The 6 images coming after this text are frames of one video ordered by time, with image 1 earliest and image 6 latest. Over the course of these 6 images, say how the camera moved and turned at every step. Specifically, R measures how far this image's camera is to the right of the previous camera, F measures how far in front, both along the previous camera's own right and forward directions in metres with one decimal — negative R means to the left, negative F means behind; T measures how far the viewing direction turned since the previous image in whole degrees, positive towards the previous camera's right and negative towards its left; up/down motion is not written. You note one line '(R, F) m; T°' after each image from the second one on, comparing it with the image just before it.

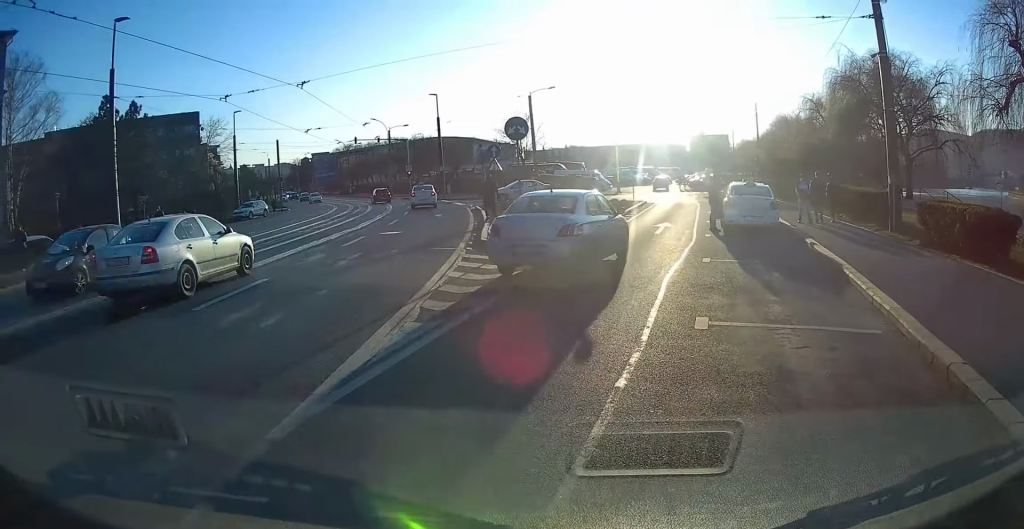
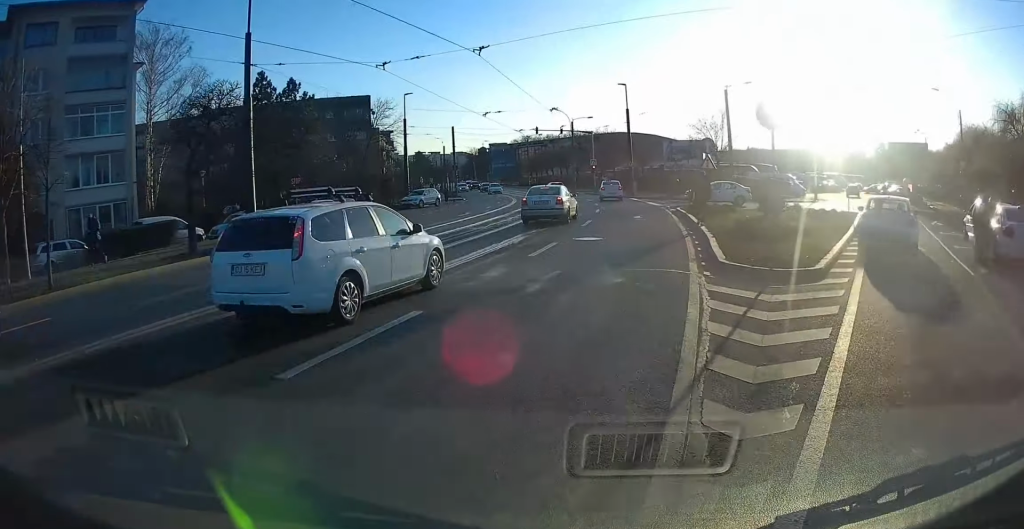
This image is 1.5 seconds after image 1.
(+0.1, +3.4) m; +1°
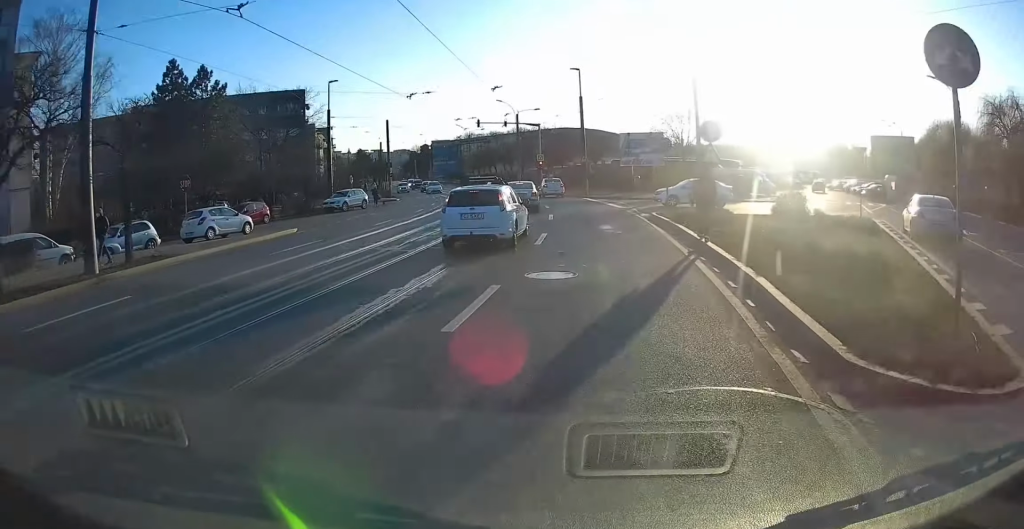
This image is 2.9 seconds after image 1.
(0.0, +5.6) m; 0°
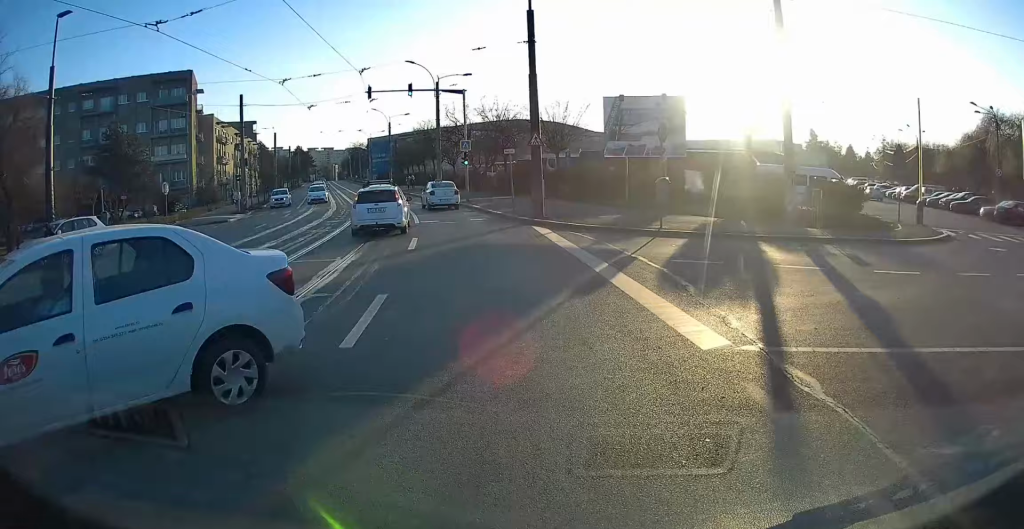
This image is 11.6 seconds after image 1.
(+1.4, +25.1) m; +4°
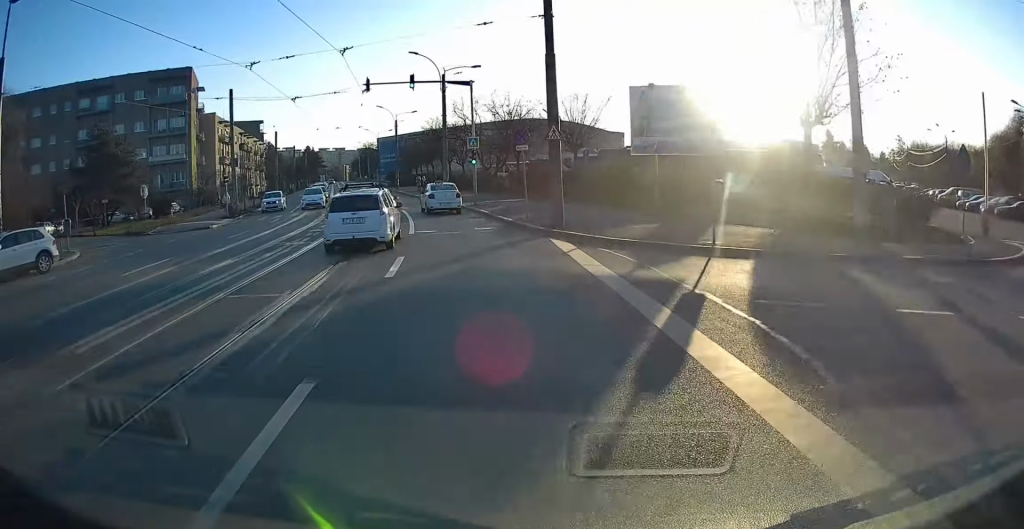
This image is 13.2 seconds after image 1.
(0.0, +3.9) m; -5°
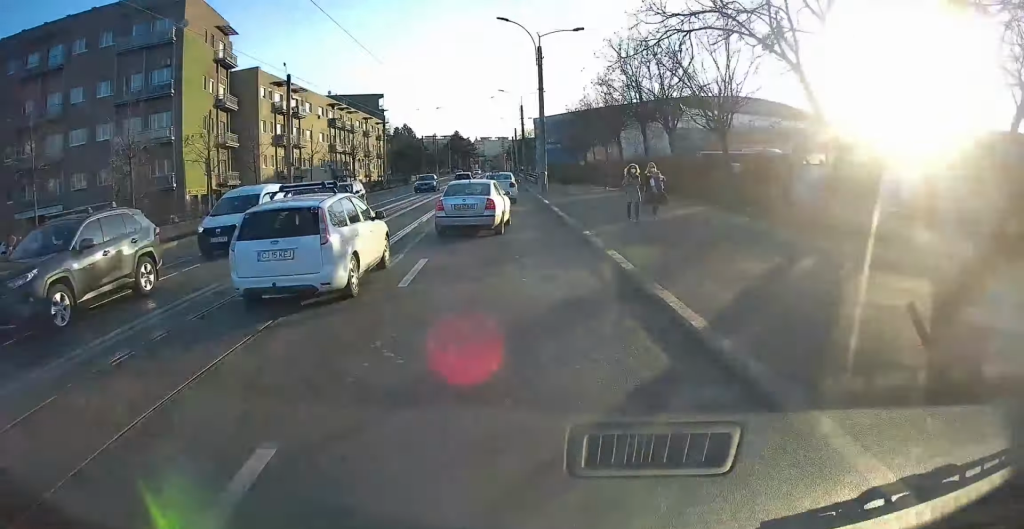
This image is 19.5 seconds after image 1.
(-7.6, +43.5) m; -15°
